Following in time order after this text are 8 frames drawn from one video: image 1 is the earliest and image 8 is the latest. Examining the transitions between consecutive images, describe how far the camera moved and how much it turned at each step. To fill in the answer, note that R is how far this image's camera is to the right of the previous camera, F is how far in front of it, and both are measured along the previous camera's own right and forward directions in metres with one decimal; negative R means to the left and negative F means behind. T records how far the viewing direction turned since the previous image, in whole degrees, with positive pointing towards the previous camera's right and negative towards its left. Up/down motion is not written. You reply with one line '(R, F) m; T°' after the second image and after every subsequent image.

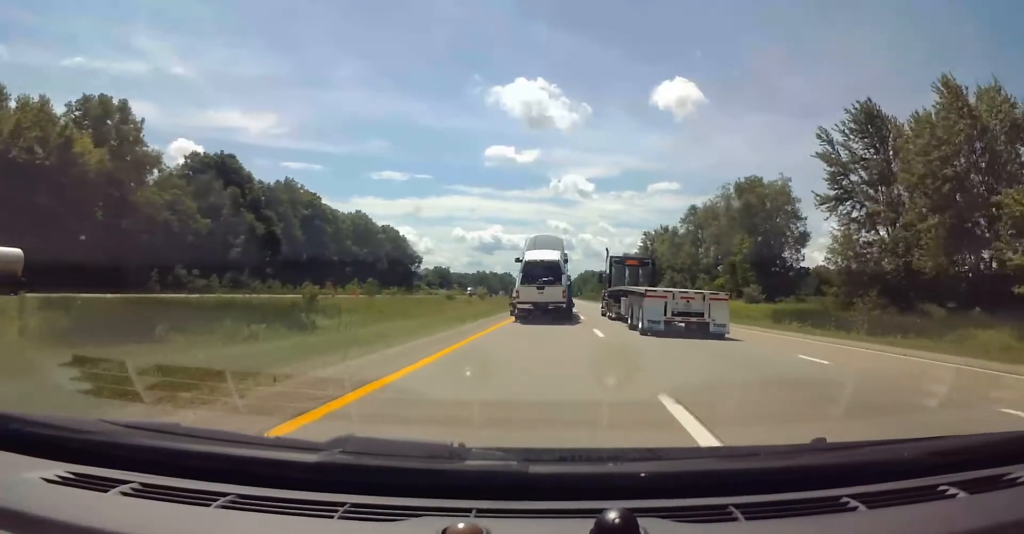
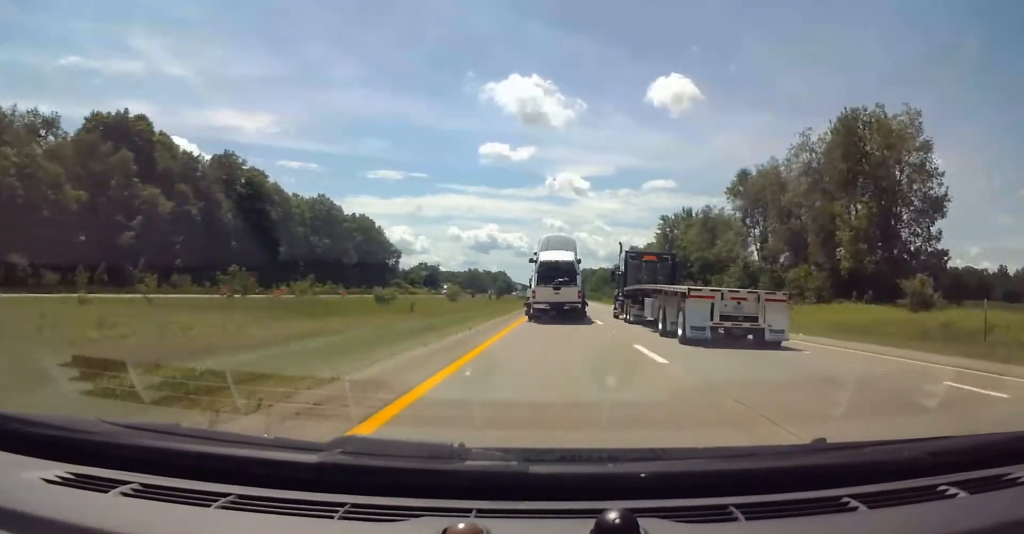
(-0.3, +36.1) m; 0°
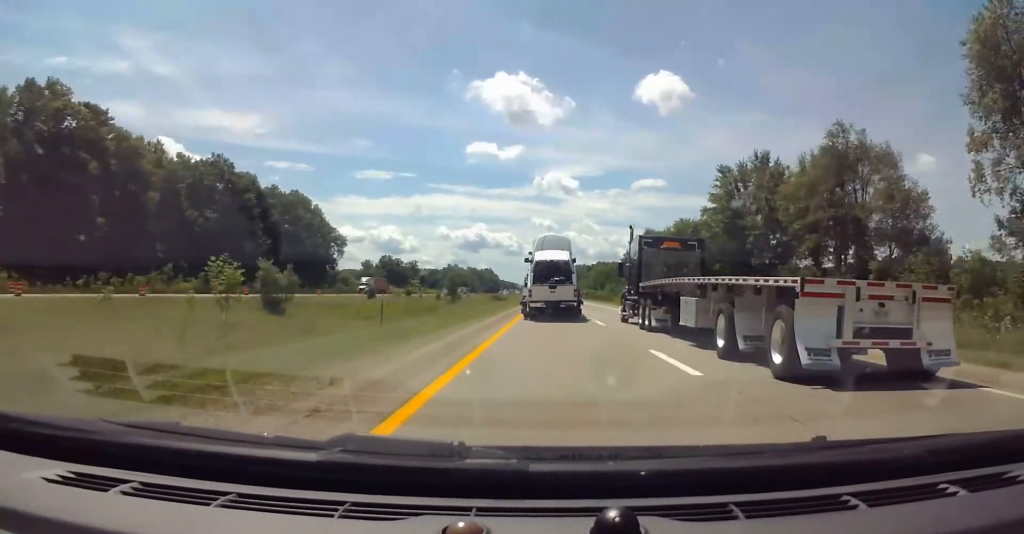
(+0.4, +61.8) m; 0°
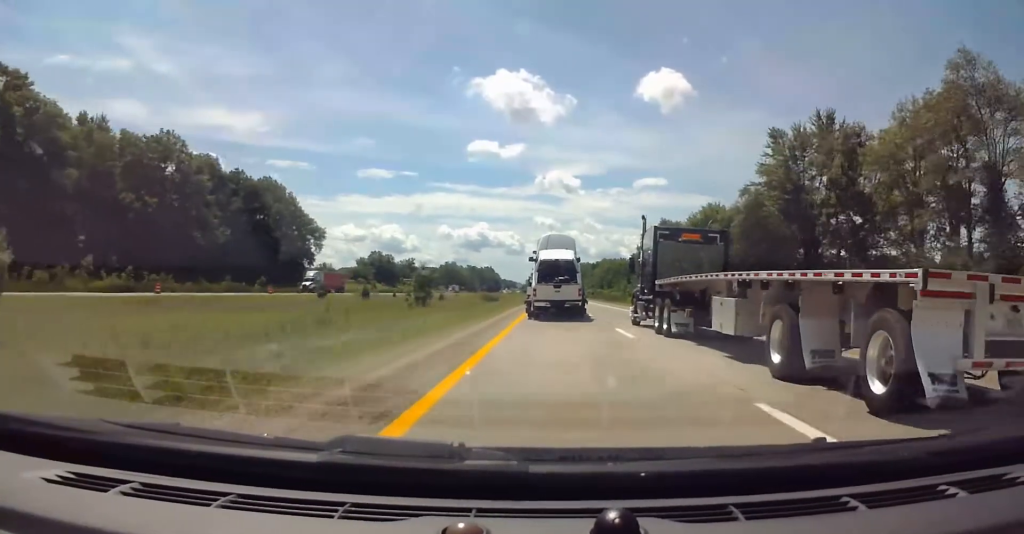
(-0.1, +22.1) m; 0°
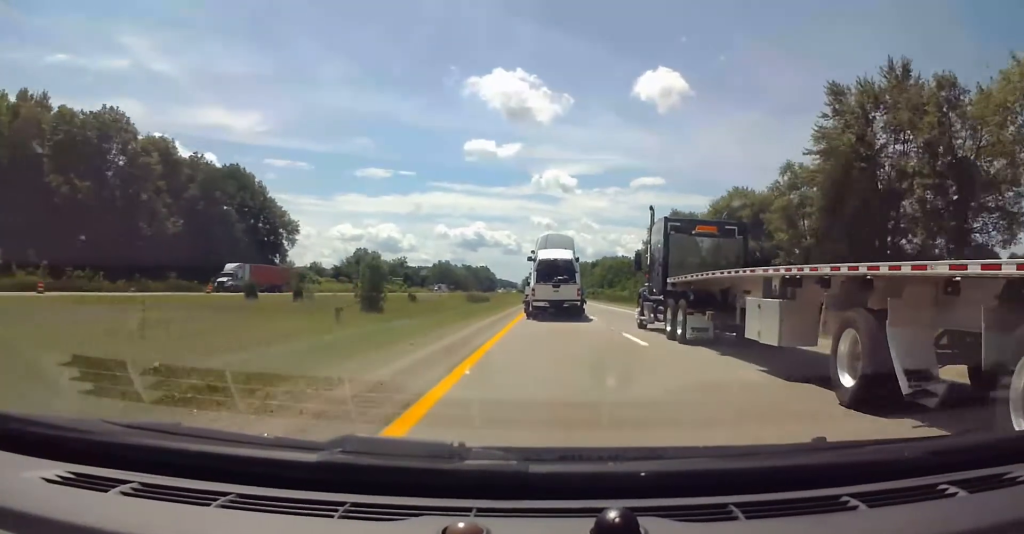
(+0.2, +18.2) m; 0°
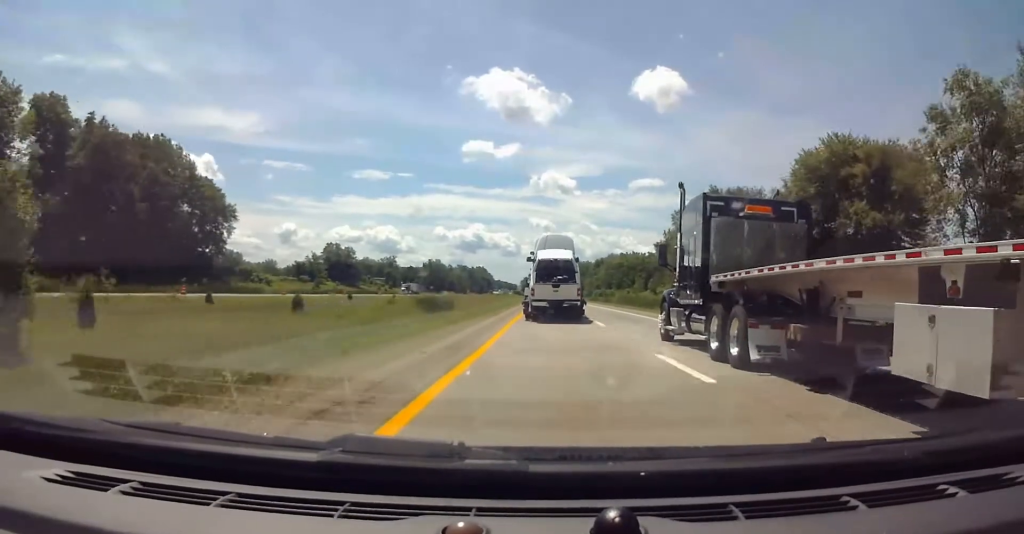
(-0.2, +35.8) m; -1°
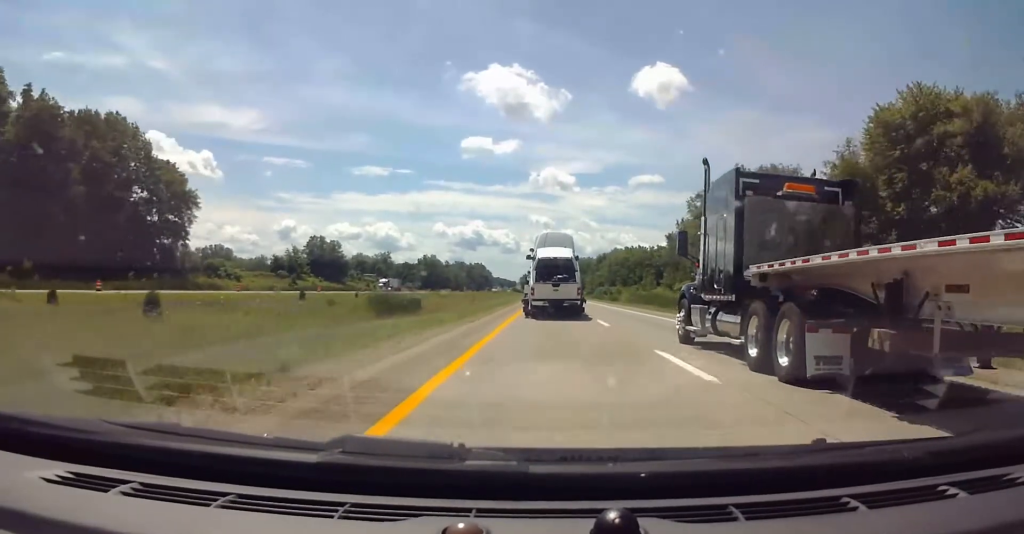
(0.0, +16.4) m; 0°
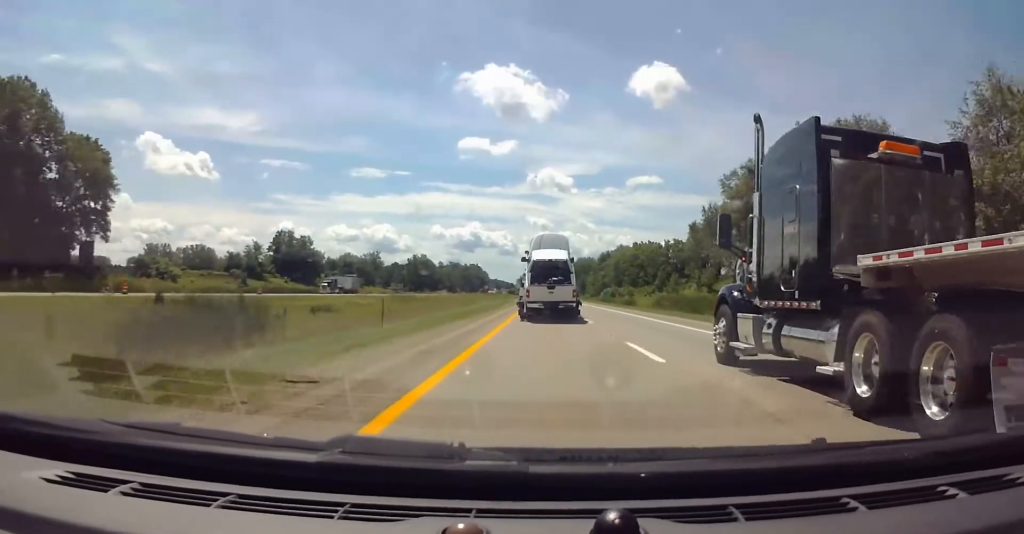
(0.0, +26.3) m; 0°
